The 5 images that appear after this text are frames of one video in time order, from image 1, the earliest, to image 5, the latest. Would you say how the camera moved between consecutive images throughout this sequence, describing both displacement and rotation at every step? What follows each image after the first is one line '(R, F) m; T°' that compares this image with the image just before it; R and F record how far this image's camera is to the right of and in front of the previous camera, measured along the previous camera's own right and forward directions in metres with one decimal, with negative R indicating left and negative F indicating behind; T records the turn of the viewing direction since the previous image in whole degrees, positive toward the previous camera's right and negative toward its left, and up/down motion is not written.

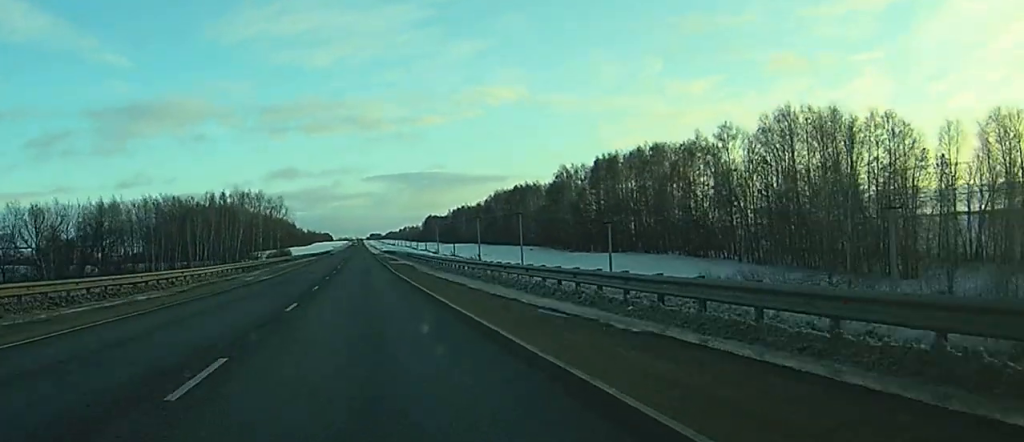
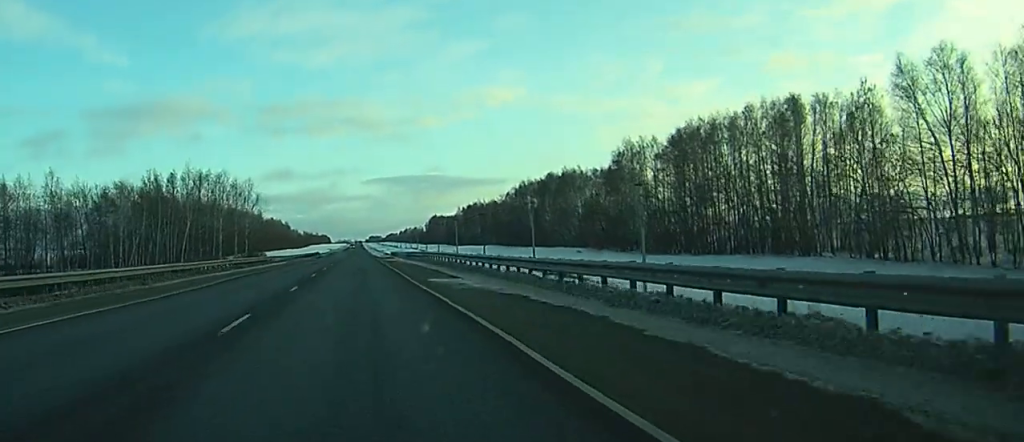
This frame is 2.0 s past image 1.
(+0.1, +55.0) m; 0°
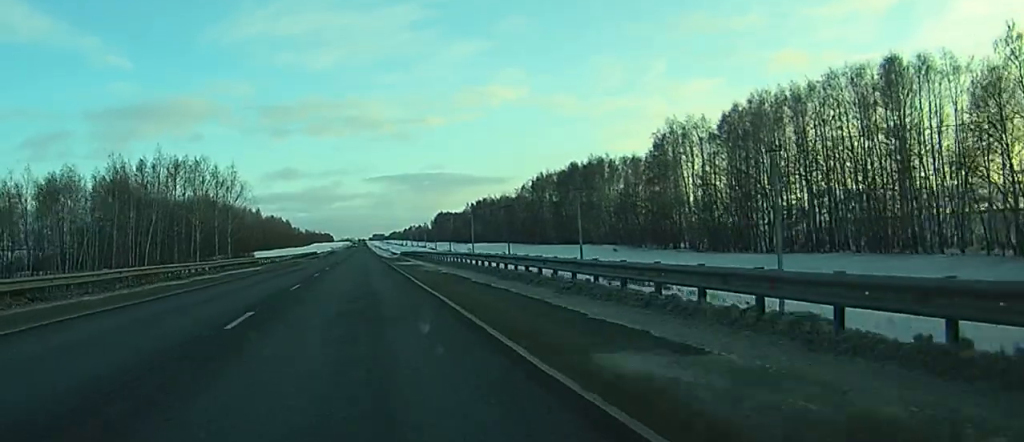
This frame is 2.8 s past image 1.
(0.0, +23.4) m; 0°
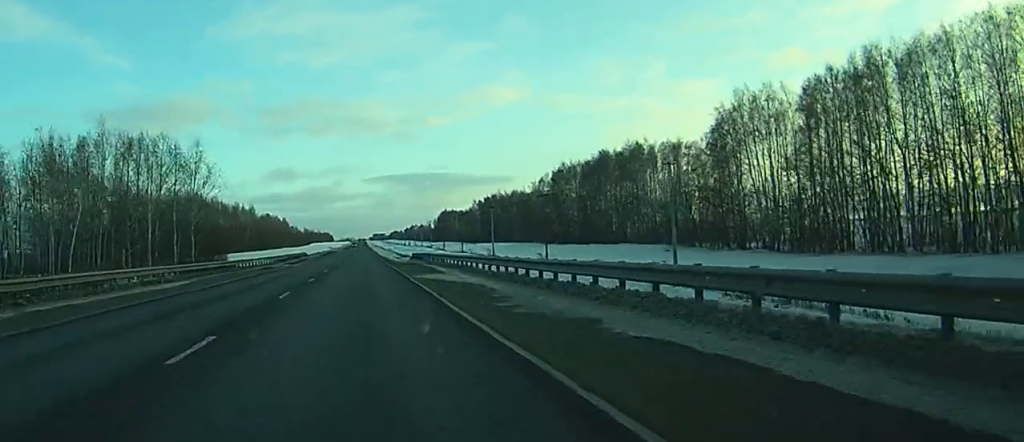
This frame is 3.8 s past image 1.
(+0.1, +28.1) m; 0°
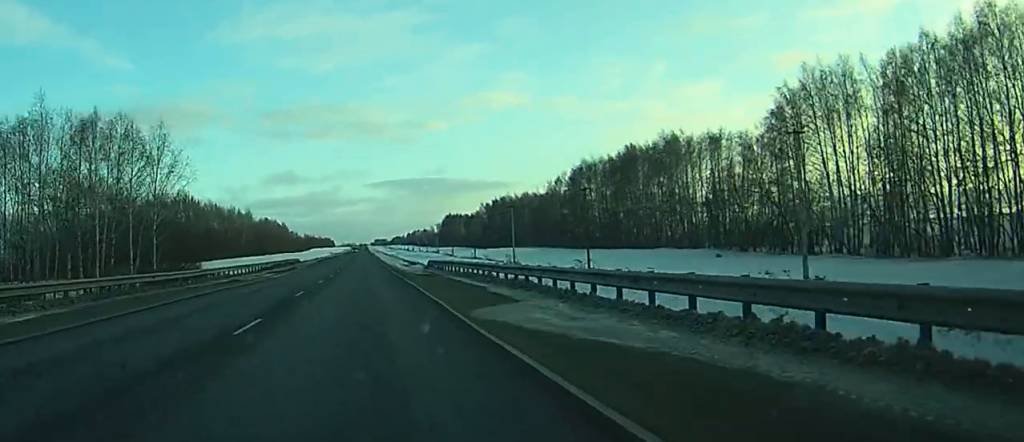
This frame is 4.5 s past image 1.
(0.0, +19.7) m; 0°
